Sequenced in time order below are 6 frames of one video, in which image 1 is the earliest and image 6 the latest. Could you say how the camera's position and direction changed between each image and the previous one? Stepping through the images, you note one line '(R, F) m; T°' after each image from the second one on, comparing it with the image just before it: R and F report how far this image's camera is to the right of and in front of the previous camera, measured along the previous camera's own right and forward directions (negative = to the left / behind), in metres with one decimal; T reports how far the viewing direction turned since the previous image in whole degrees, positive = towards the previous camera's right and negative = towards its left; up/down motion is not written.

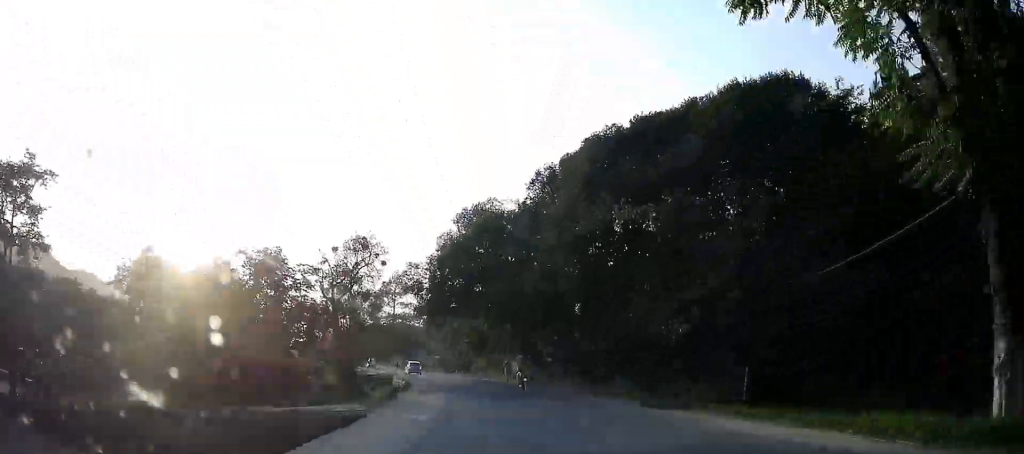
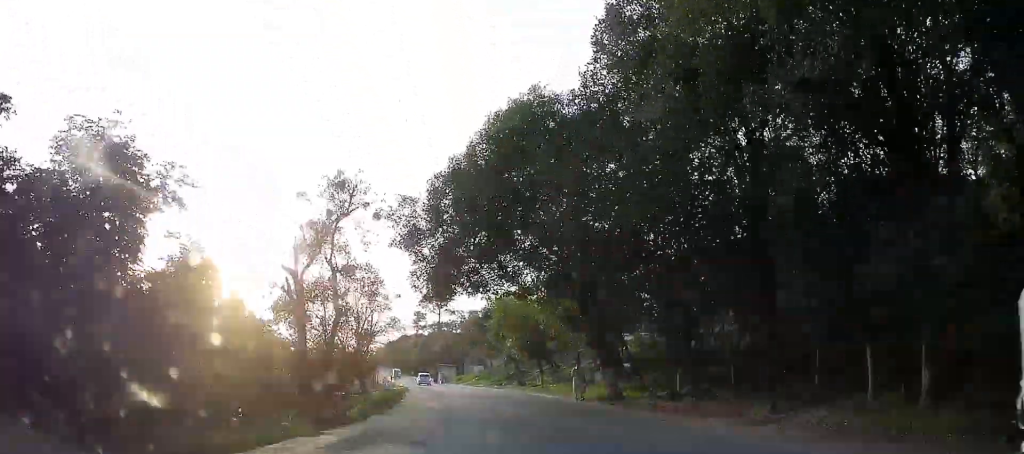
(-1.2, +17.0) m; -6°
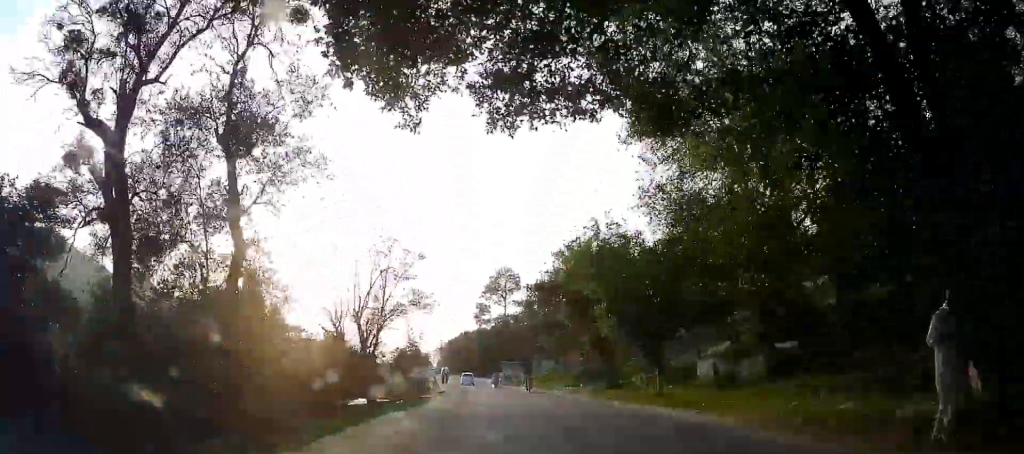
(-1.0, +17.6) m; -5°
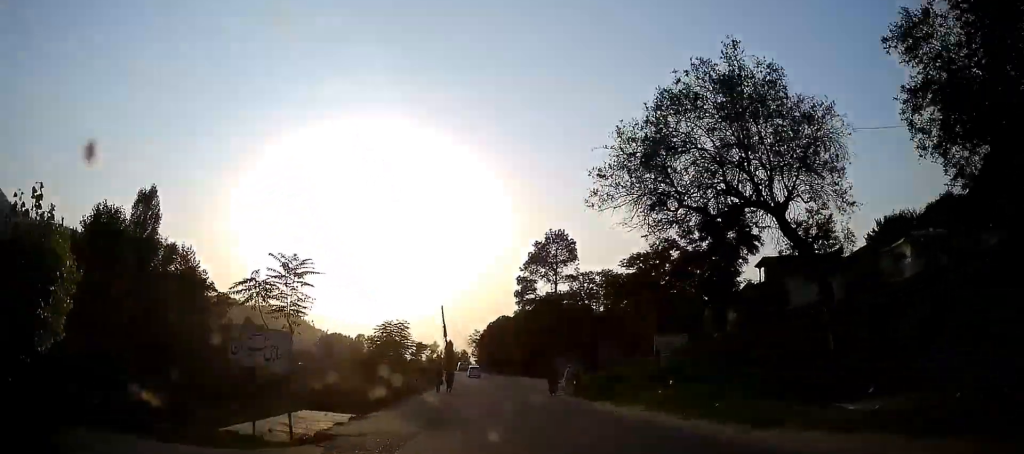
(-2.2, +35.5) m; -6°
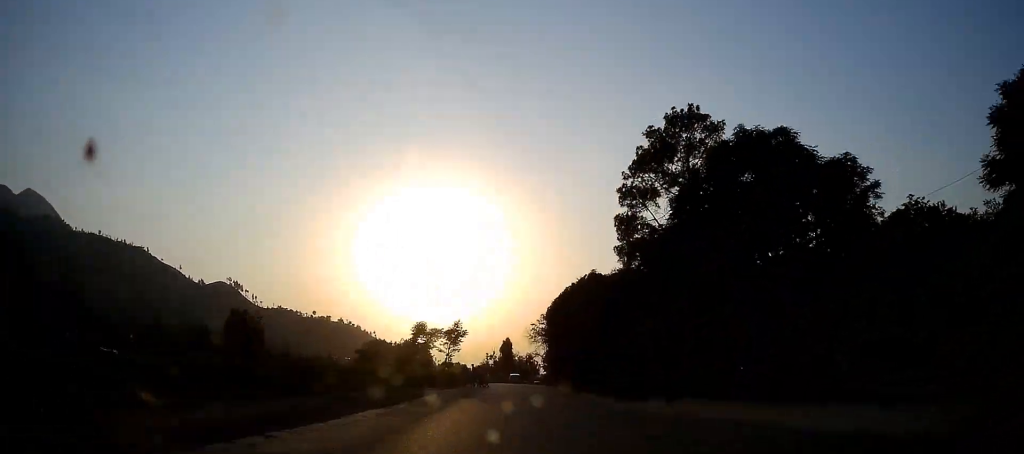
(-3.7, +57.9) m; -6°
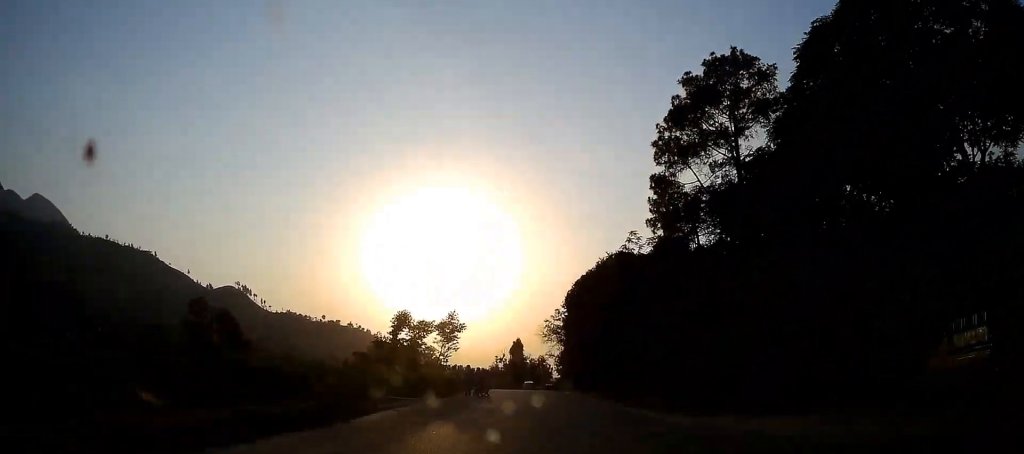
(-0.1, +11.8) m; -1°
